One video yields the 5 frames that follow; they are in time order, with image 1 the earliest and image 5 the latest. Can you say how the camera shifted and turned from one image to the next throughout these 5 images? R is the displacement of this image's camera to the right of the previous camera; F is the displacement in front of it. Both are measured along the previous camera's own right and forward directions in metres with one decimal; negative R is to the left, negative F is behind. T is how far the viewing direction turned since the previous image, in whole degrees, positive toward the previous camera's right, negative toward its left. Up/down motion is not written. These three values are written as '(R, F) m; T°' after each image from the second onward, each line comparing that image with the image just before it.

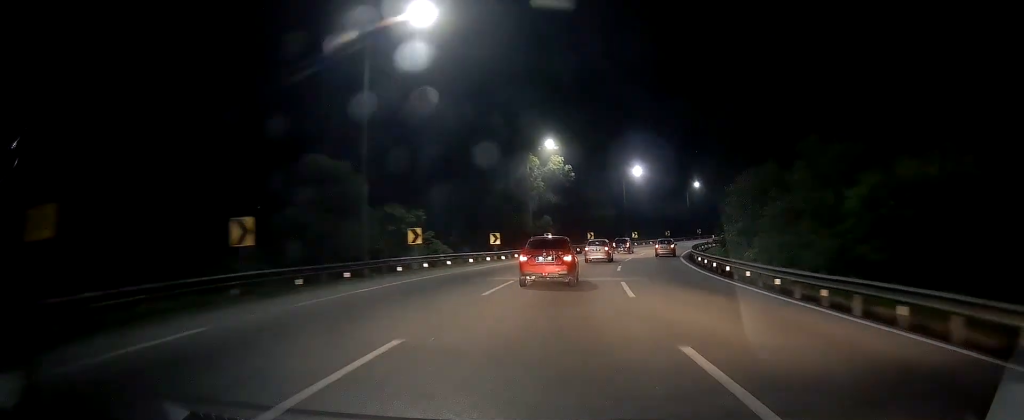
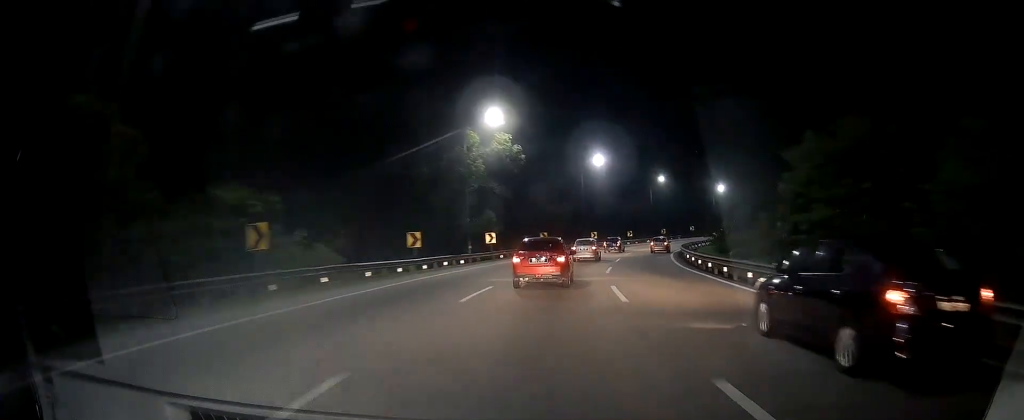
(+0.5, +14.6) m; +4°
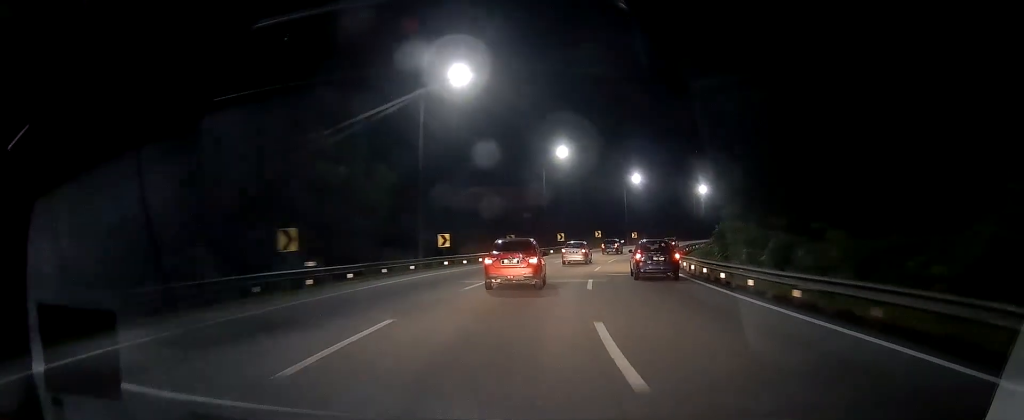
(+4.7, +44.2) m; +14°
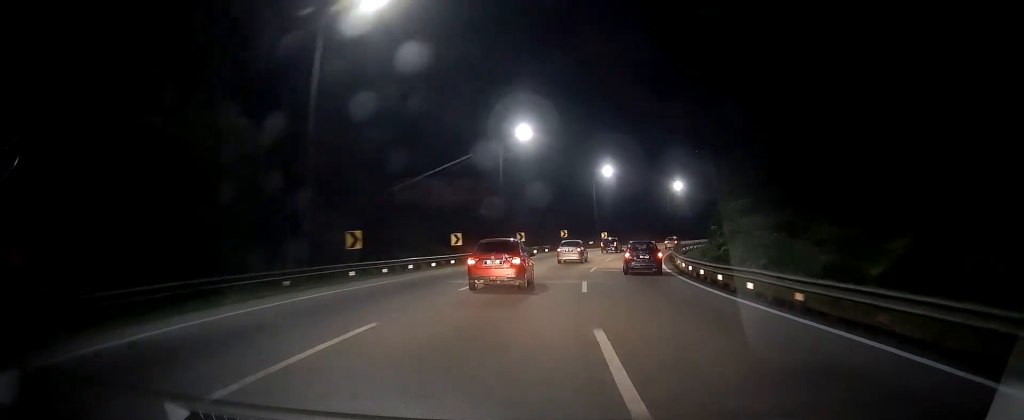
(+0.5, +13.1) m; +4°
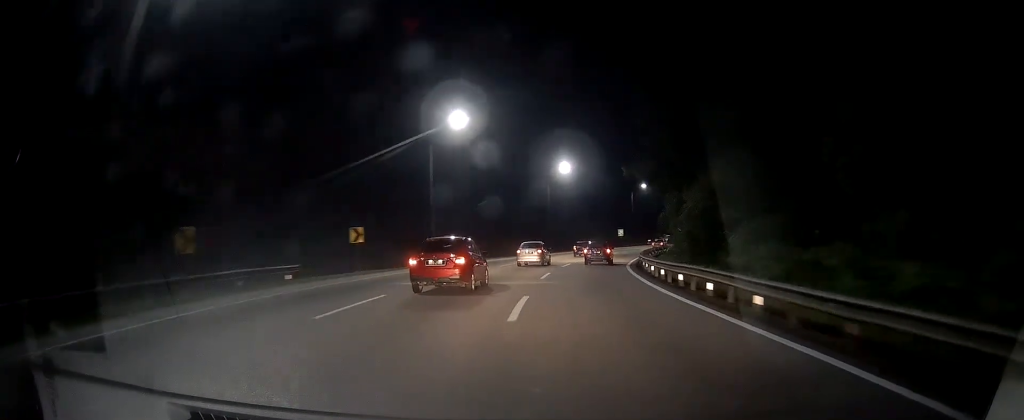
(+5.2, +42.5) m; +14°
